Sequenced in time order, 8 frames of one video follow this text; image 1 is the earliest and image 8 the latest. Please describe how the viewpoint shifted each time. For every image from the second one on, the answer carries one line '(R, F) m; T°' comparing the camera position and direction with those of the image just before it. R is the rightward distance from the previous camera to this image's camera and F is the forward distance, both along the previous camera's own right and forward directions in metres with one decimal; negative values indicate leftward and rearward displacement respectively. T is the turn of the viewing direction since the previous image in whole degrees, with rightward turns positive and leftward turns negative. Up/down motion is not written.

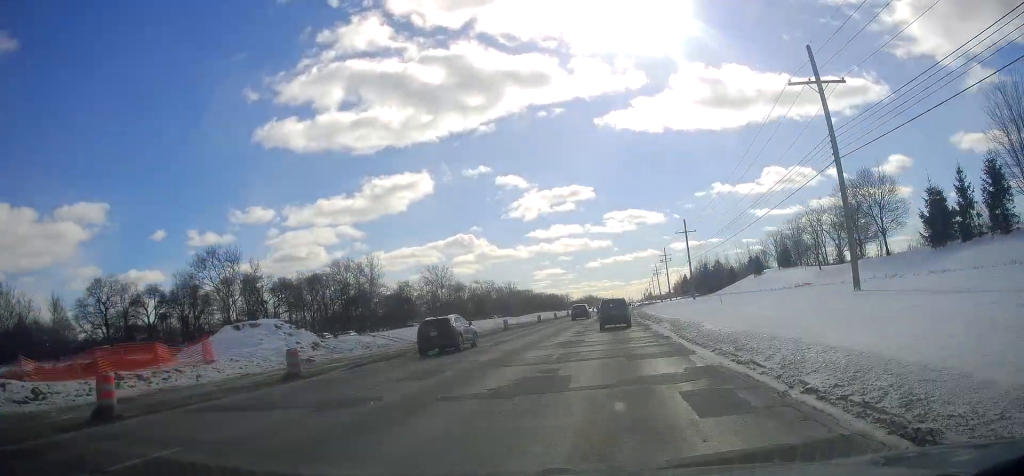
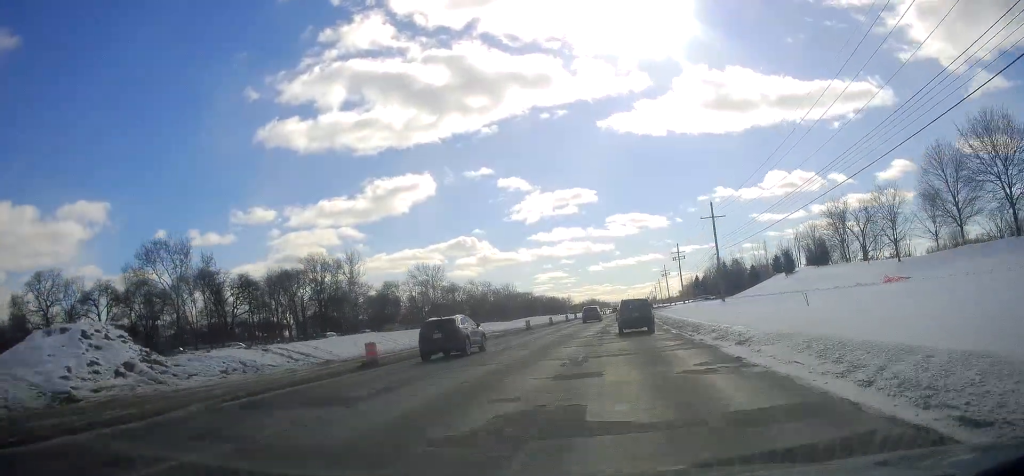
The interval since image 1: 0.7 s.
(0.0, +17.6) m; 0°
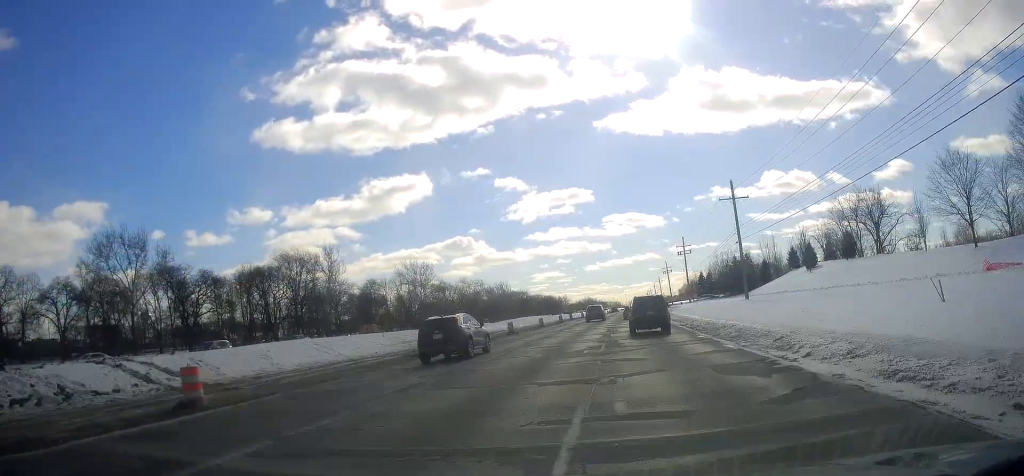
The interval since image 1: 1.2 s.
(+0.1, +11.8) m; 0°
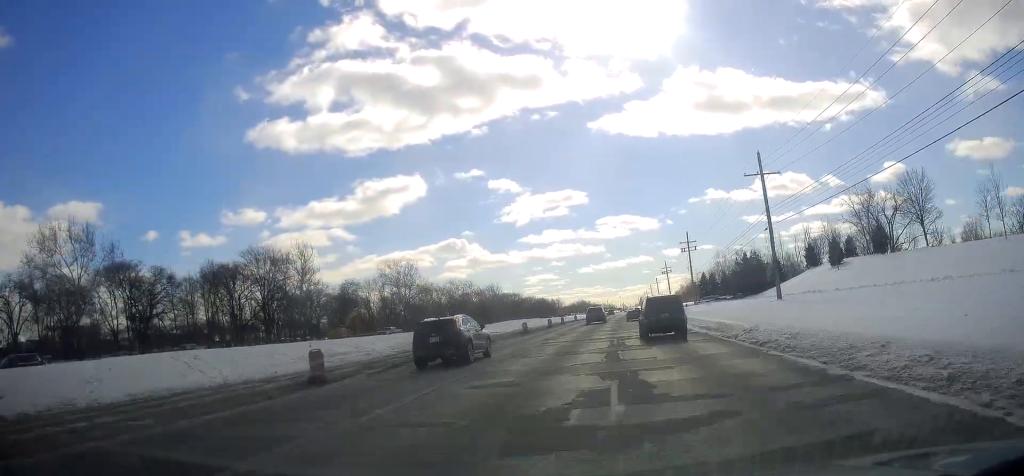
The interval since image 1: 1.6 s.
(-0.1, +11.9) m; +1°
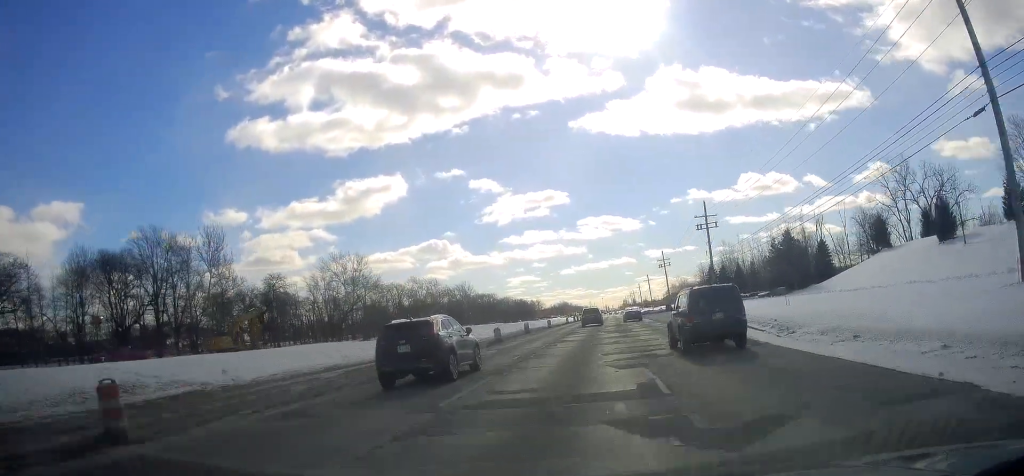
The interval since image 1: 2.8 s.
(+0.5, +31.0) m; +2°
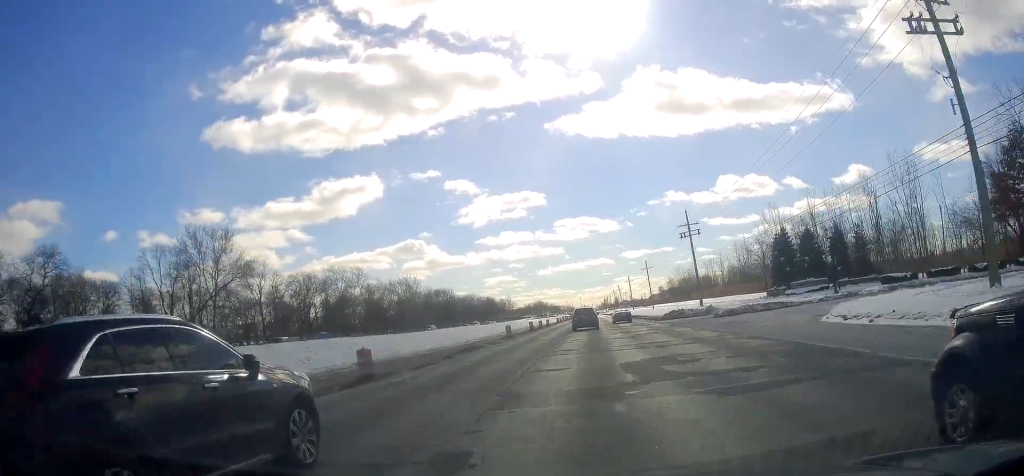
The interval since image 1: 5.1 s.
(+0.9, +58.2) m; +2°
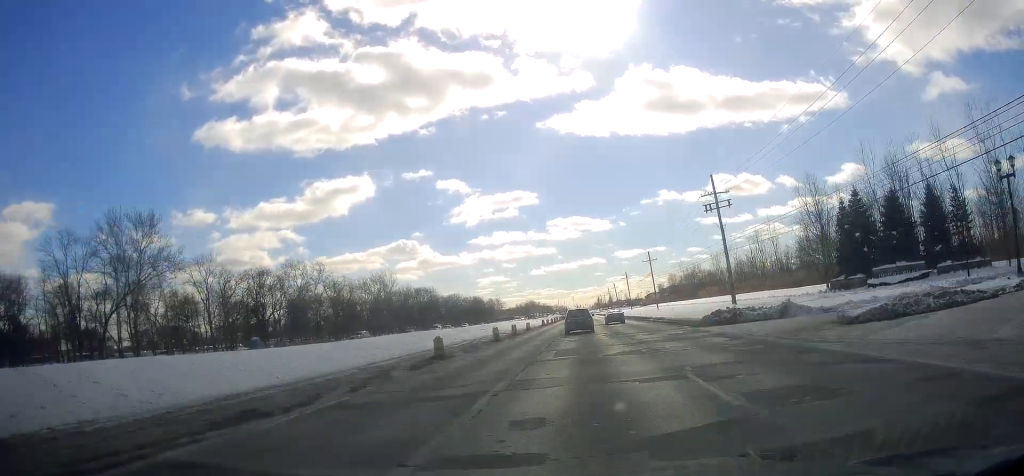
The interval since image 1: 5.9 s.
(+0.3, +21.5) m; +1°
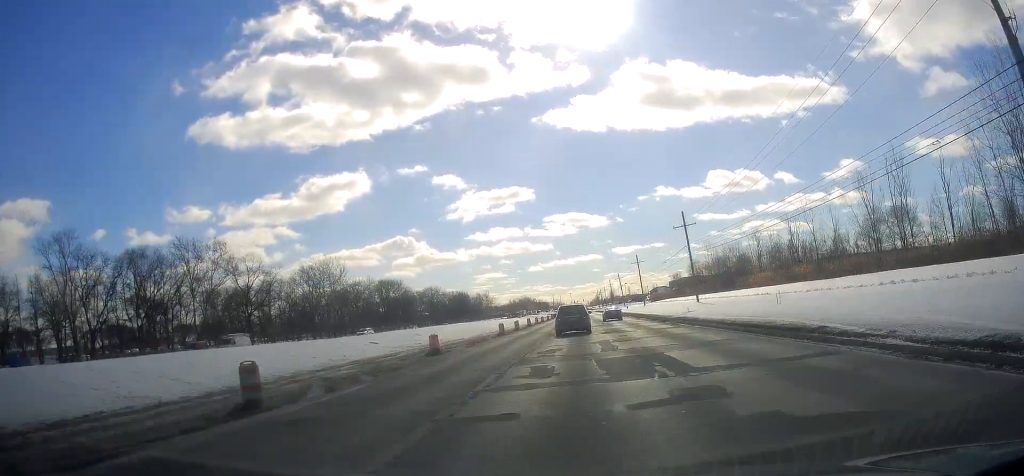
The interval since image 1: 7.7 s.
(-0.3, +44.6) m; -2°
